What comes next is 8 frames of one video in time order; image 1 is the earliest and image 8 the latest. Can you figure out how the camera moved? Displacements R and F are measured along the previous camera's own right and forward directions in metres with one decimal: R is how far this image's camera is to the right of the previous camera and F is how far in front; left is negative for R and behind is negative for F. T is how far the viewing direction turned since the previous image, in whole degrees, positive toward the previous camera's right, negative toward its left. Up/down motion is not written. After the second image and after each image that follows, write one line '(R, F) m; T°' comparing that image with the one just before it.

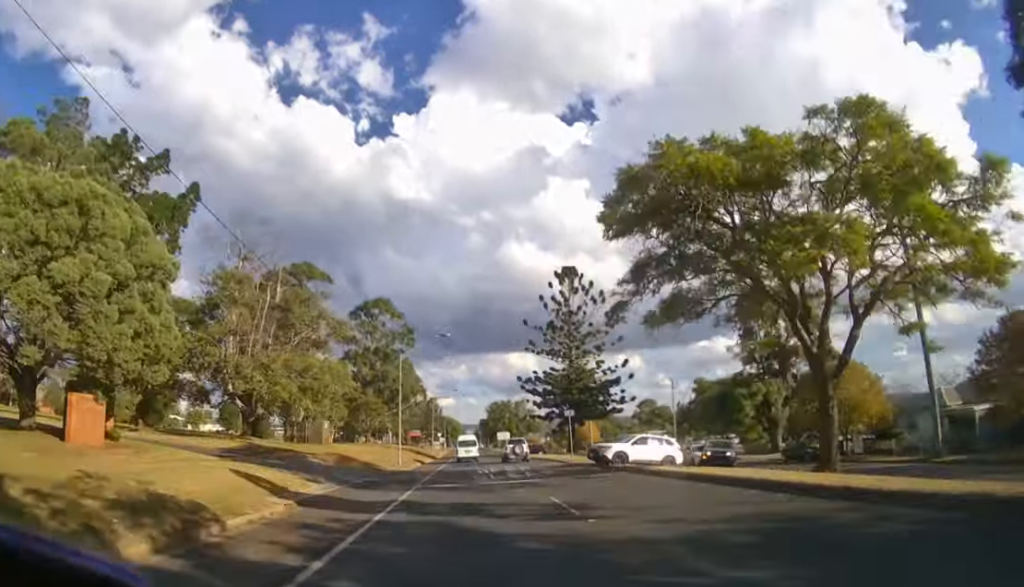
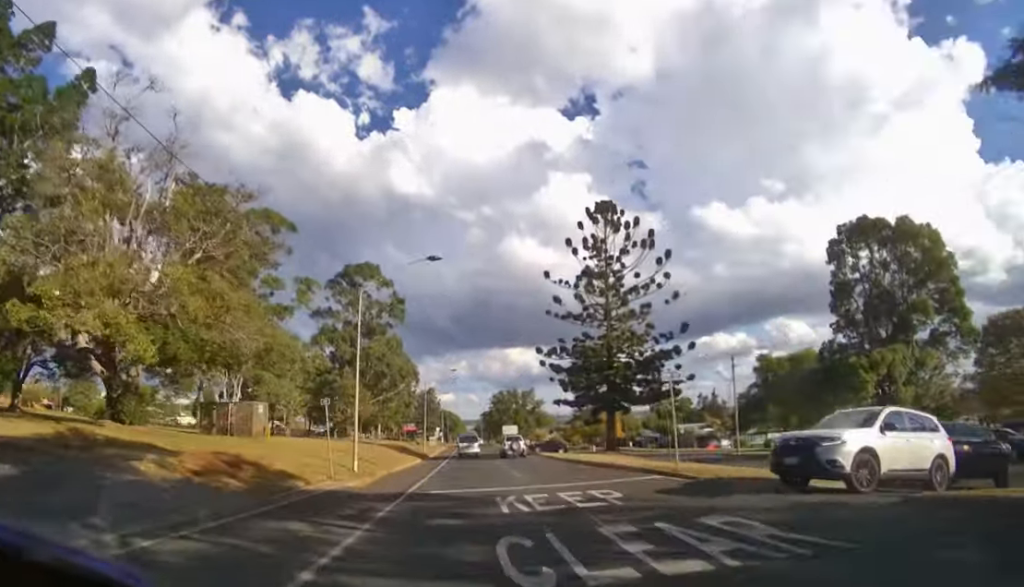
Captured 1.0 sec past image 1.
(0.0, +16.0) m; 0°
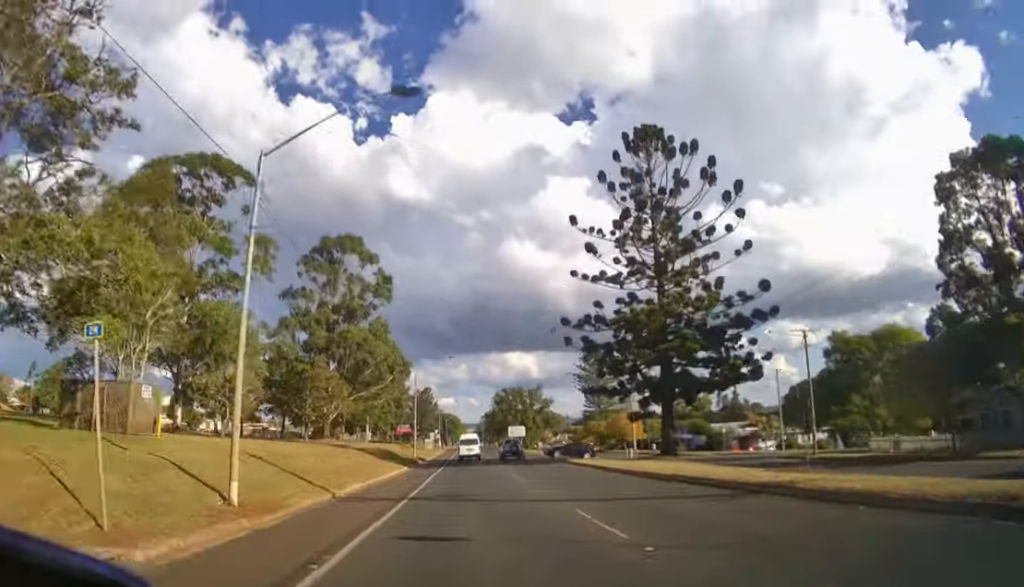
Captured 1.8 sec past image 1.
(0.0, +13.0) m; 0°
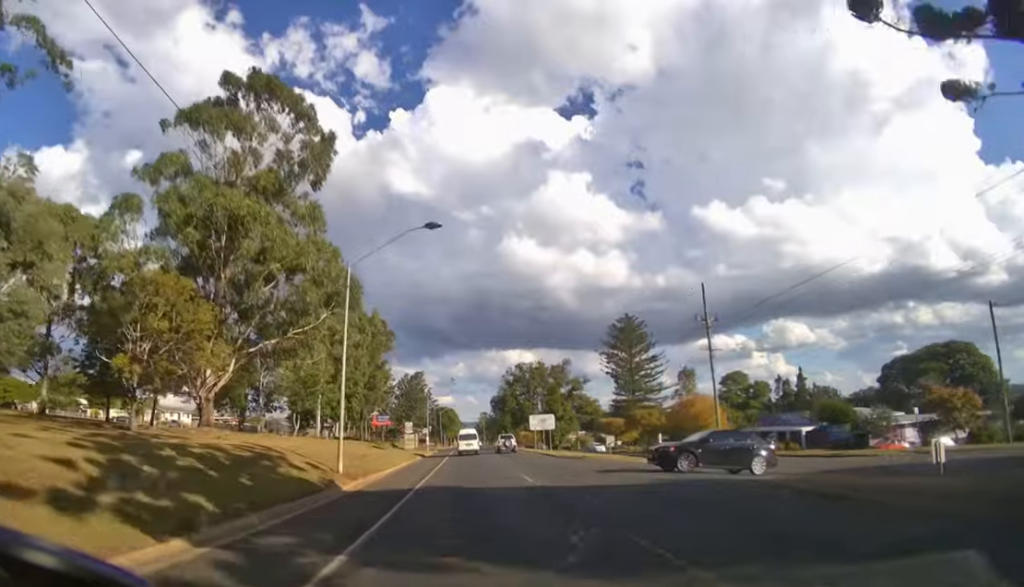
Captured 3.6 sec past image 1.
(0.0, +28.5) m; 0°
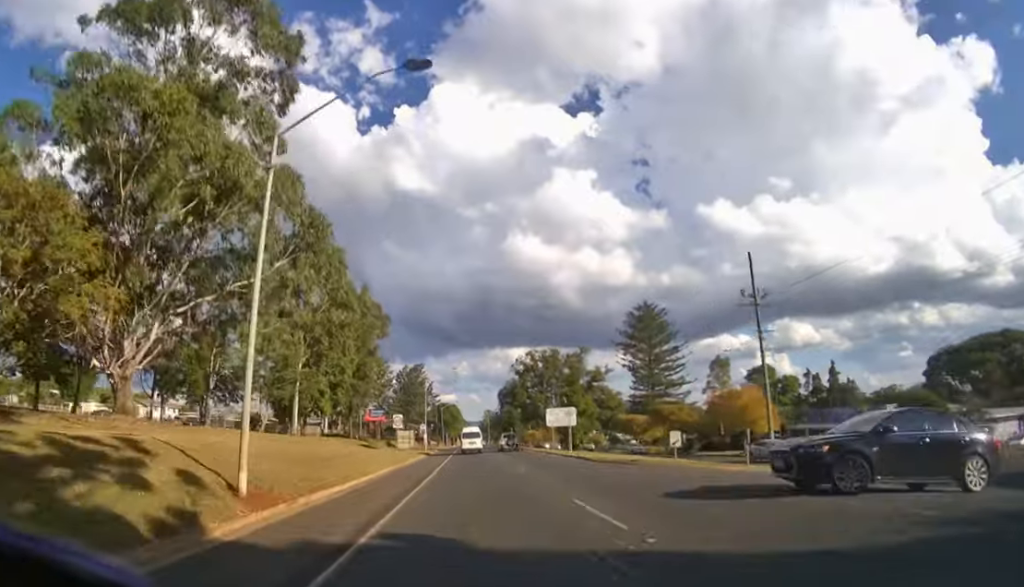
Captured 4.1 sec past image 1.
(0.0, +7.2) m; 0°
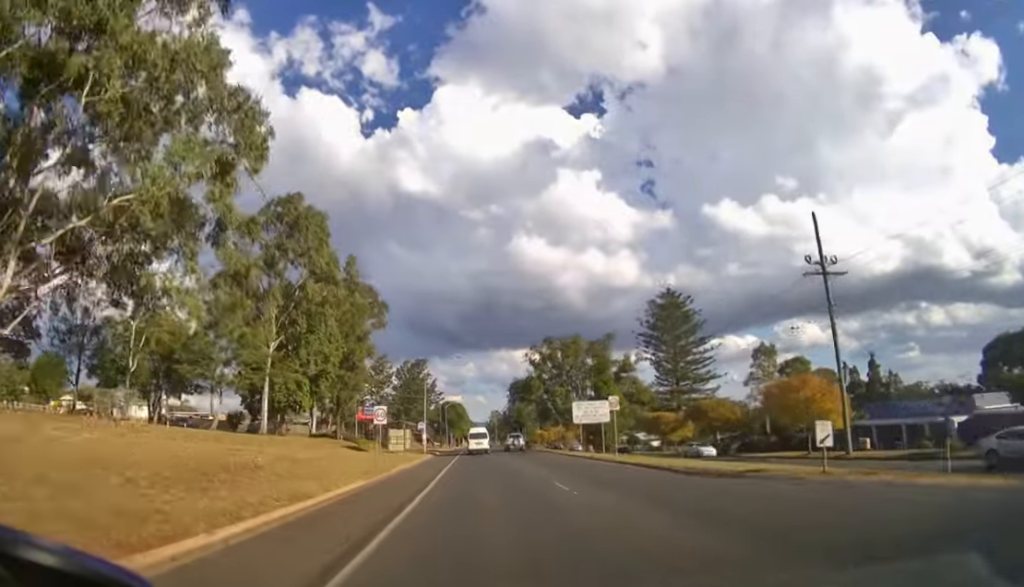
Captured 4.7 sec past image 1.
(0.0, +7.7) m; 0°
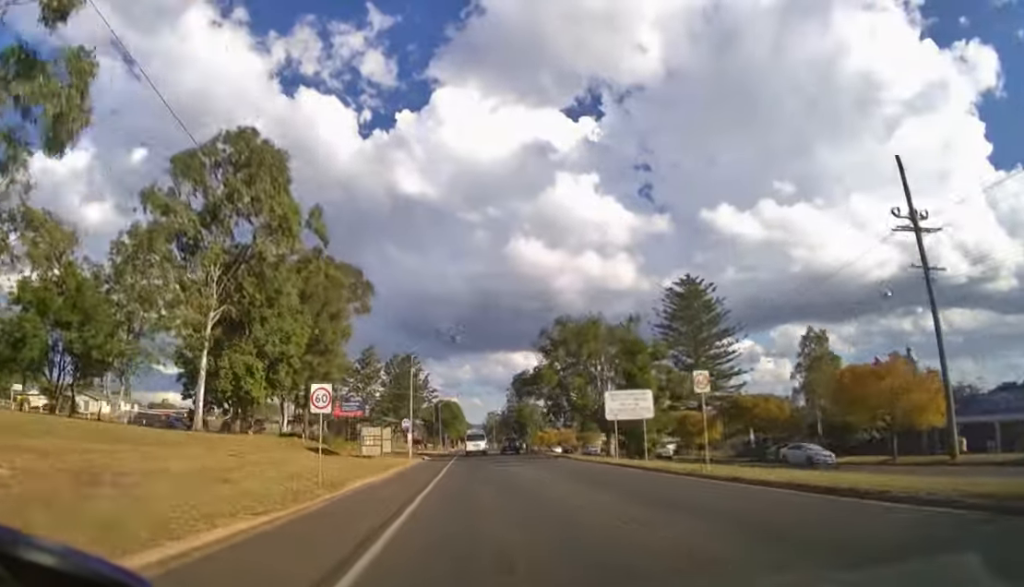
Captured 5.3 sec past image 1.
(0.0, +8.1) m; 0°
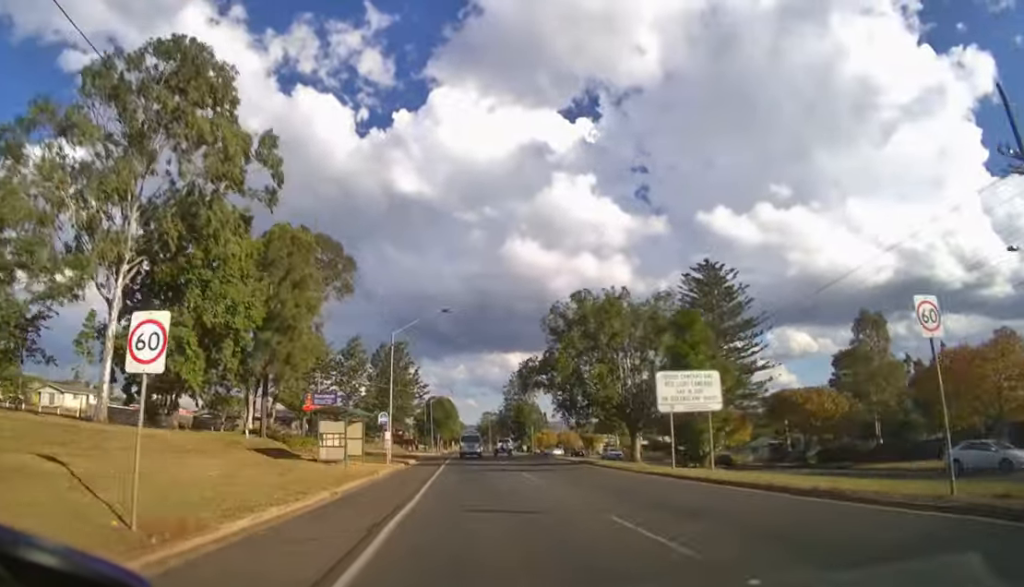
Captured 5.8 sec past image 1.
(0.0, +7.6) m; 0°
